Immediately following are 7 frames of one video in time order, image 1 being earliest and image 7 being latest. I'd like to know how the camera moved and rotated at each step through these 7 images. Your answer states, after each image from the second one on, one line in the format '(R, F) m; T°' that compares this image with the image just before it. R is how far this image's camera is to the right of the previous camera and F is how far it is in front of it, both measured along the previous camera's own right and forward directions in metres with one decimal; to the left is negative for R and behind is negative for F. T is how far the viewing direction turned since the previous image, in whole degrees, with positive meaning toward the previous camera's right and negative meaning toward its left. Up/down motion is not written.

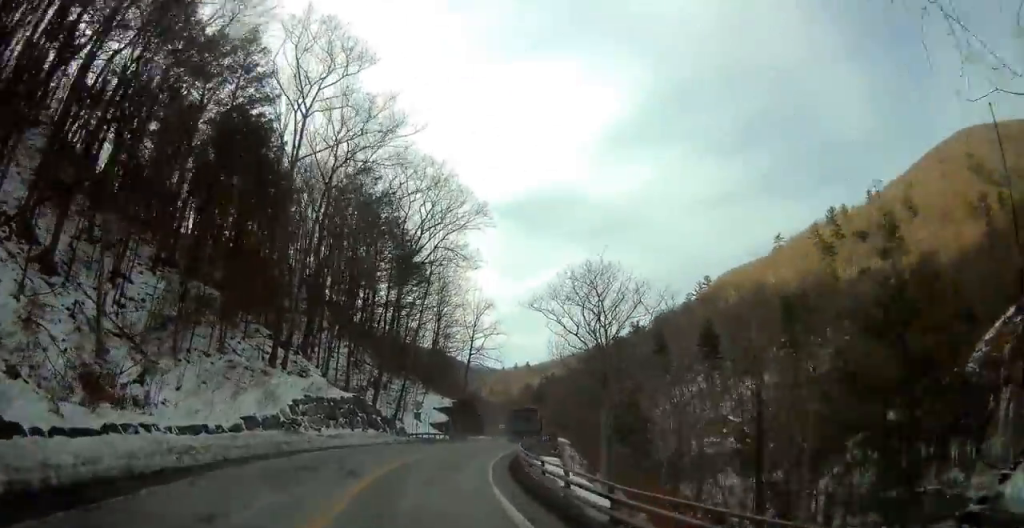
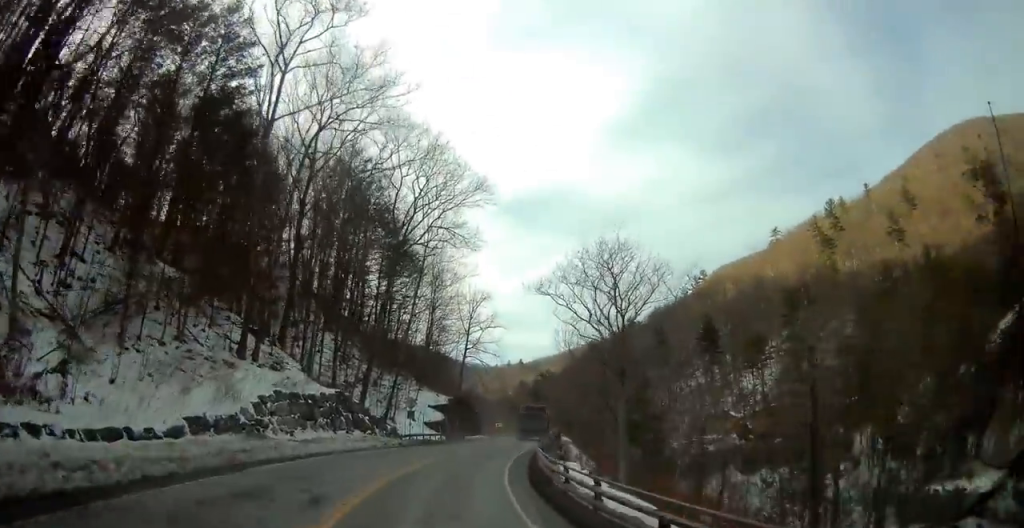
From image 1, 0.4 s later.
(0.0, +4.9) m; 0°
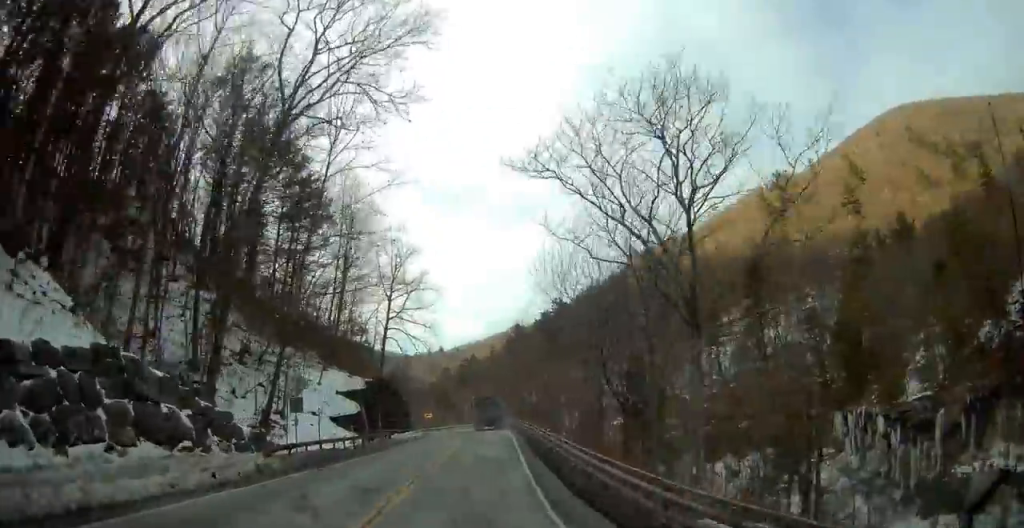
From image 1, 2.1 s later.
(+1.1, +18.6) m; +8°
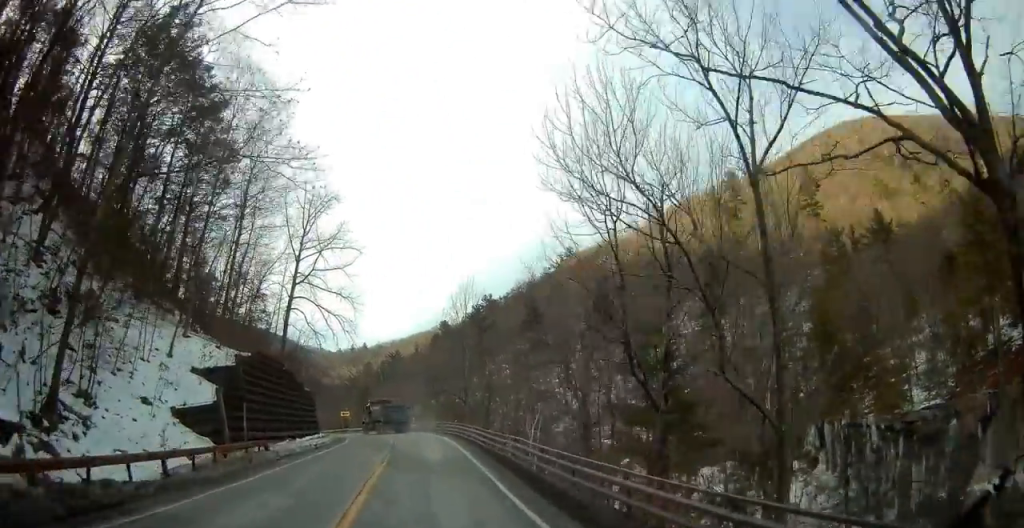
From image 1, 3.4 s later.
(+0.5, +15.1) m; +6°
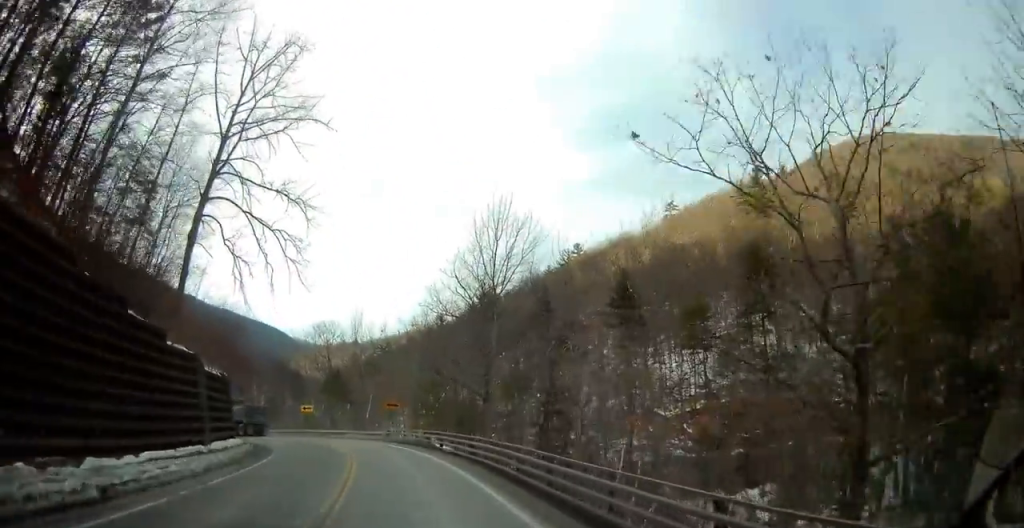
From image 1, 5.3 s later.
(+0.8, +21.4) m; +2°
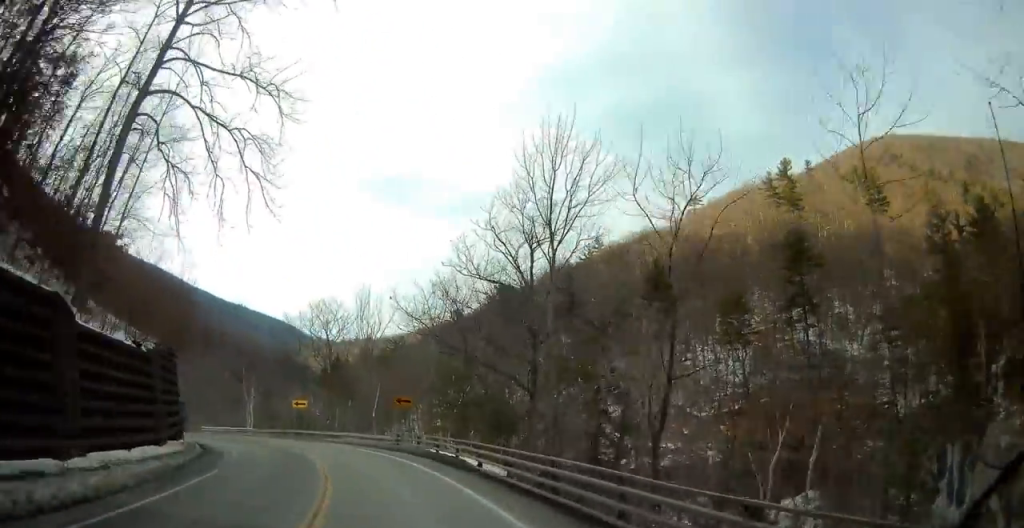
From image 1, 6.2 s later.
(+0.3, +10.0) m; -2°
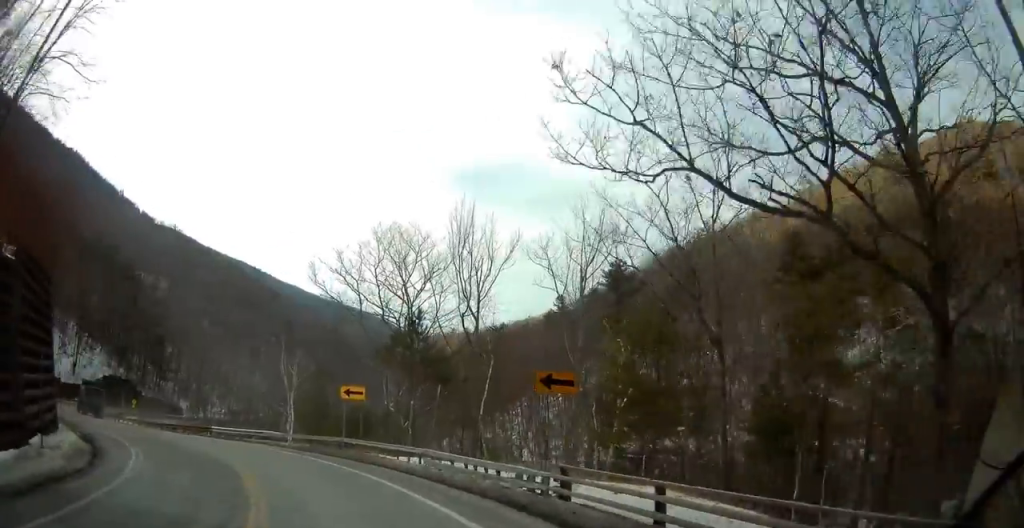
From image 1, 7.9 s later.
(-1.1, +19.2) m; -8°
